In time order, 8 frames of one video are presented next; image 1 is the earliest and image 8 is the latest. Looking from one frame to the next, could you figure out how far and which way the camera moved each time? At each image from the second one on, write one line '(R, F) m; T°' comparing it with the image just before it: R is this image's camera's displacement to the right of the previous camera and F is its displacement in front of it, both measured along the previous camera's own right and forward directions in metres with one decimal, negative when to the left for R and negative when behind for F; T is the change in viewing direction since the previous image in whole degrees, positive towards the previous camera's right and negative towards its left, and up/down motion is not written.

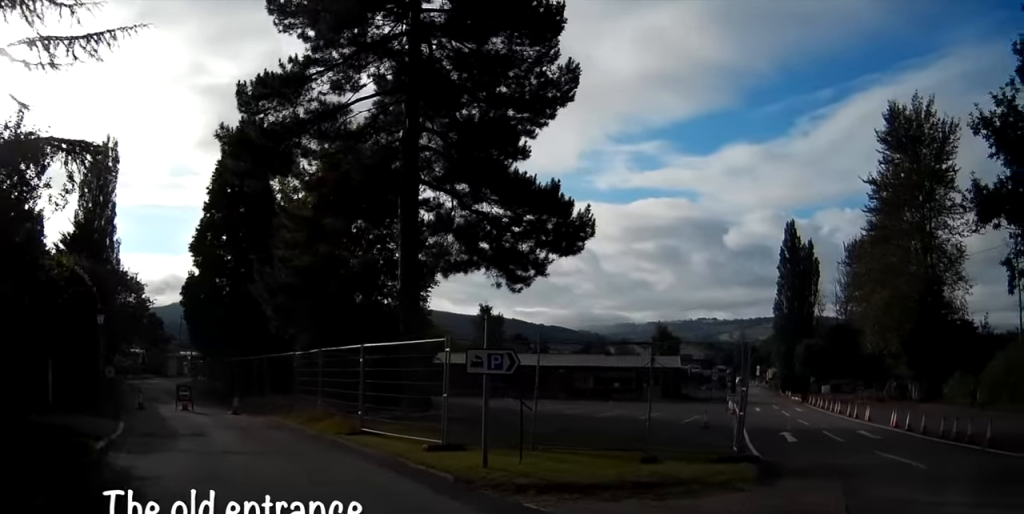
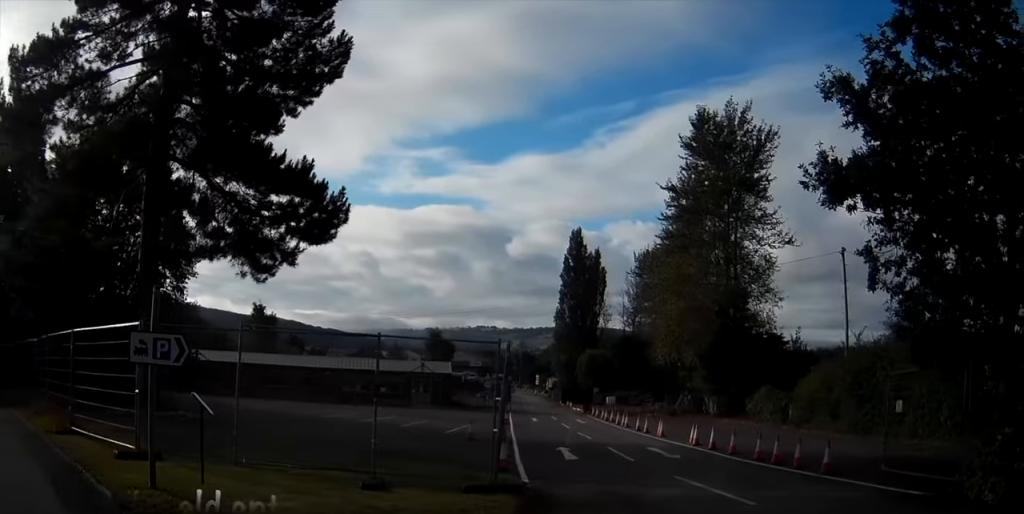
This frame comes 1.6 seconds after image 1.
(+0.3, +2.6) m; +10°
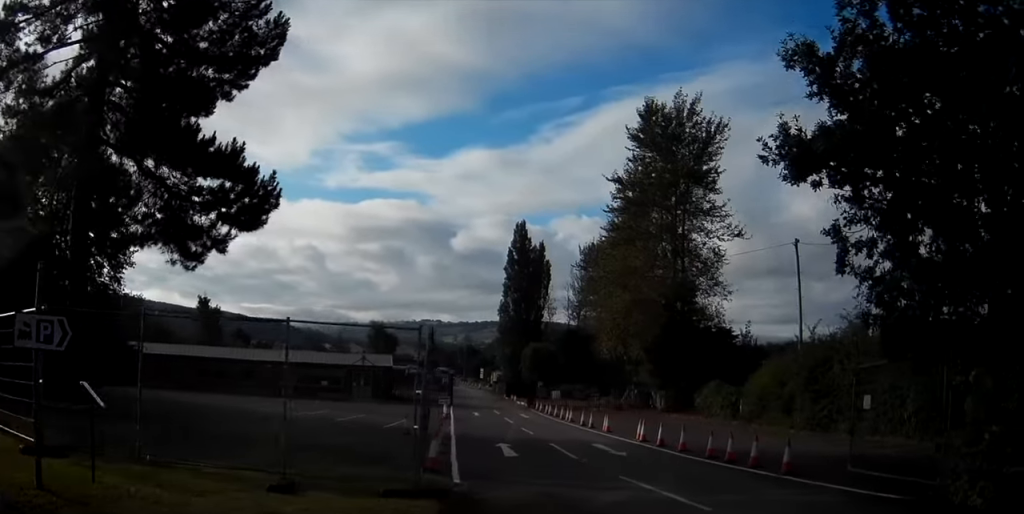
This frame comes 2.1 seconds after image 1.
(0.0, +1.1) m; +2°
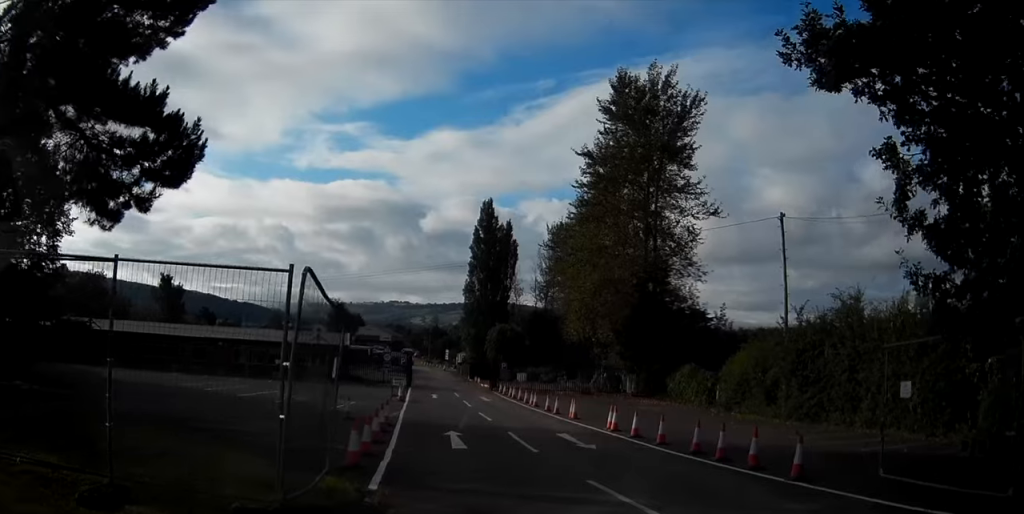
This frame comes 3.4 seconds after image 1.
(+0.1, +3.0) m; +18°
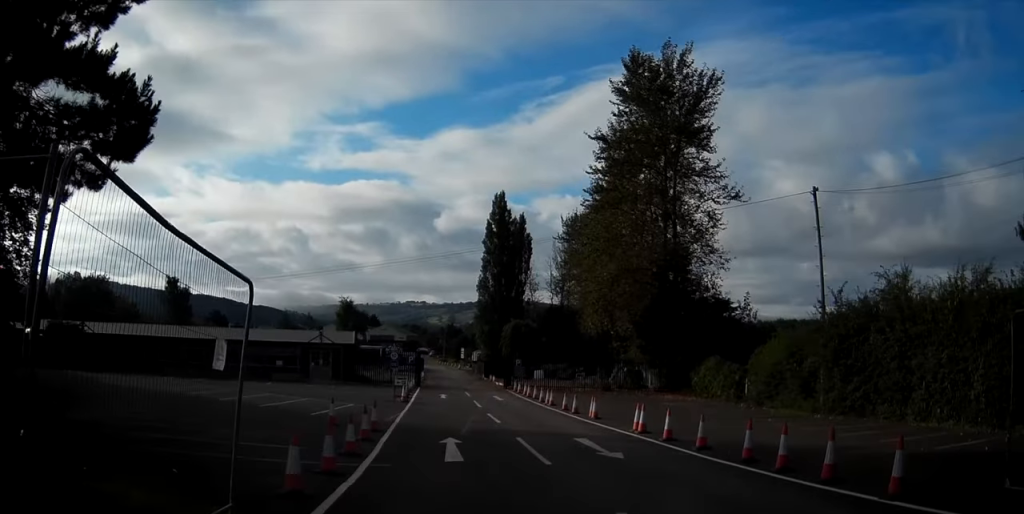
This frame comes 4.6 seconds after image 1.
(+0.8, +2.8) m; -1°
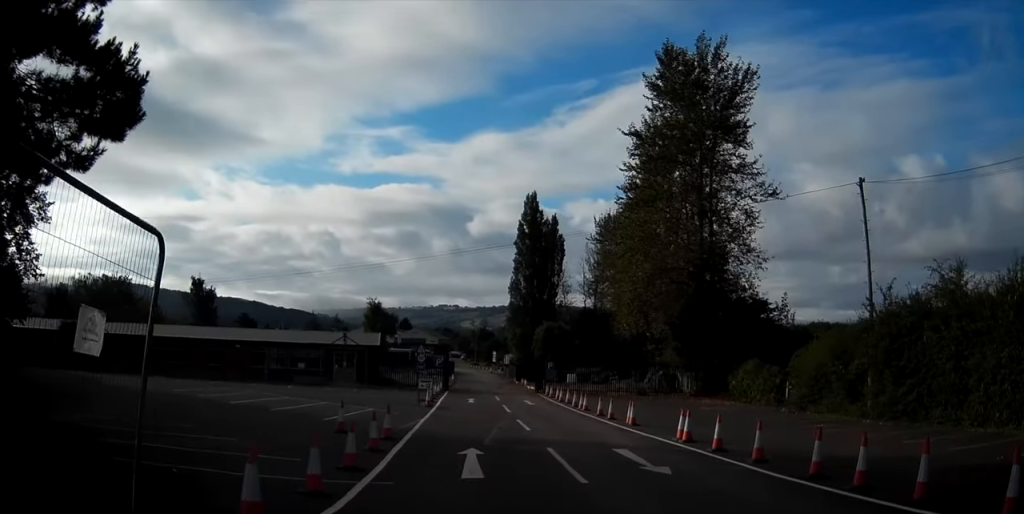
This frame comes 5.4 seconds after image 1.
(-0.4, +1.8) m; -9°
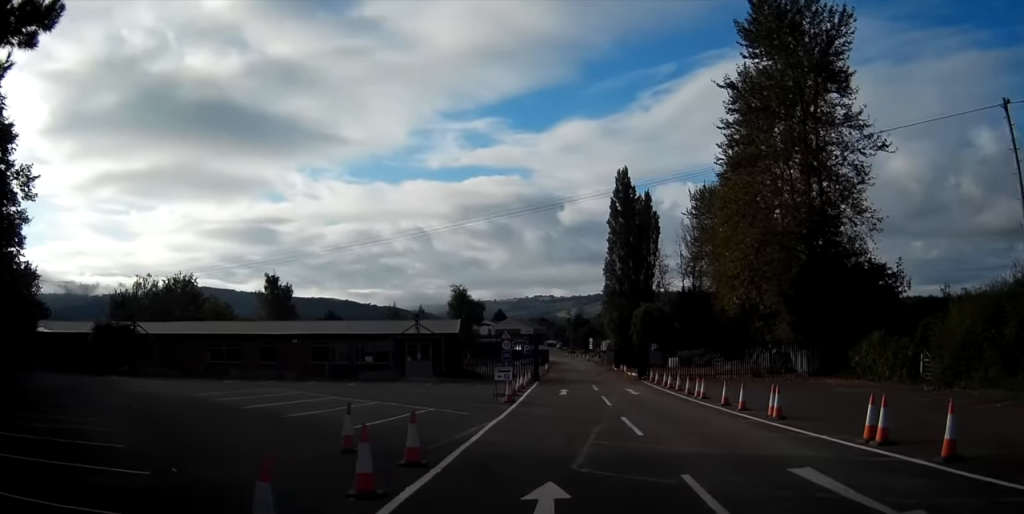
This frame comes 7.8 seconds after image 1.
(-1.0, +6.6) m; -8°
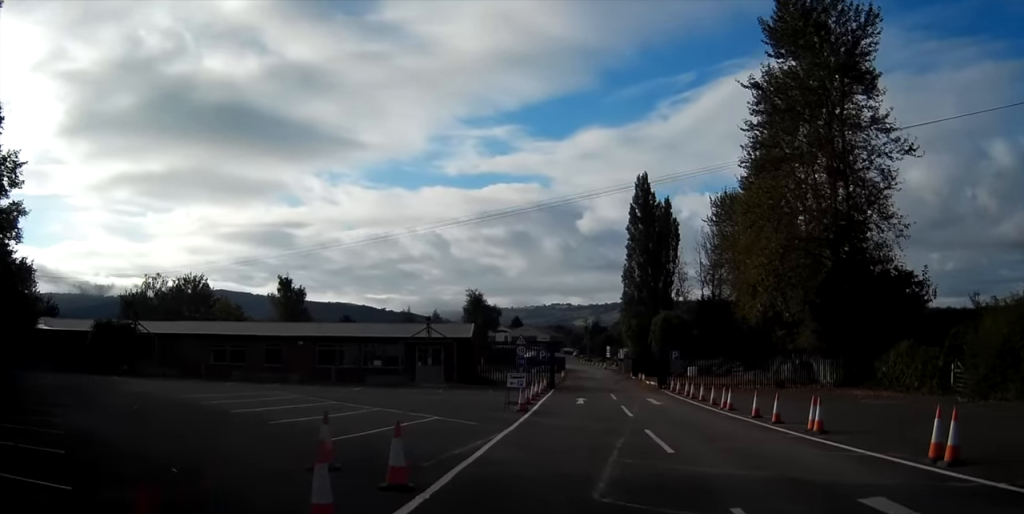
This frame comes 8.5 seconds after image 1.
(0.0, +2.3) m; +1°
